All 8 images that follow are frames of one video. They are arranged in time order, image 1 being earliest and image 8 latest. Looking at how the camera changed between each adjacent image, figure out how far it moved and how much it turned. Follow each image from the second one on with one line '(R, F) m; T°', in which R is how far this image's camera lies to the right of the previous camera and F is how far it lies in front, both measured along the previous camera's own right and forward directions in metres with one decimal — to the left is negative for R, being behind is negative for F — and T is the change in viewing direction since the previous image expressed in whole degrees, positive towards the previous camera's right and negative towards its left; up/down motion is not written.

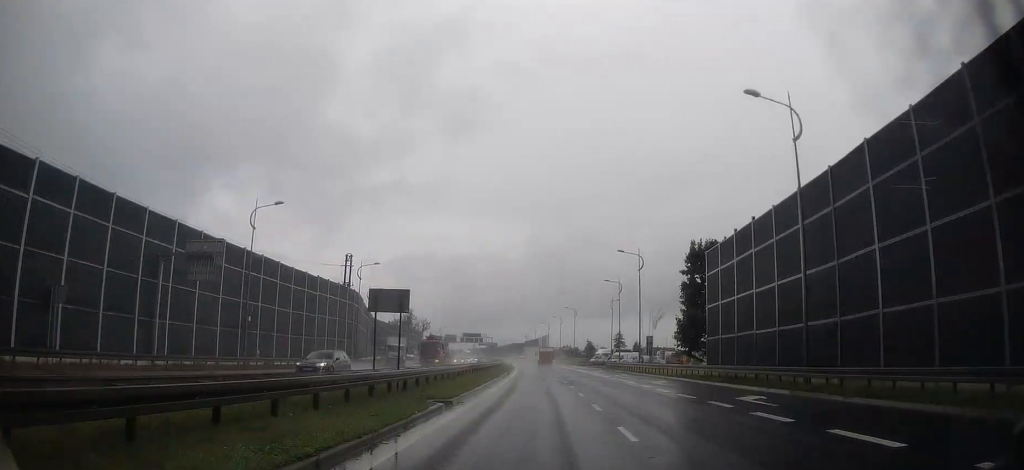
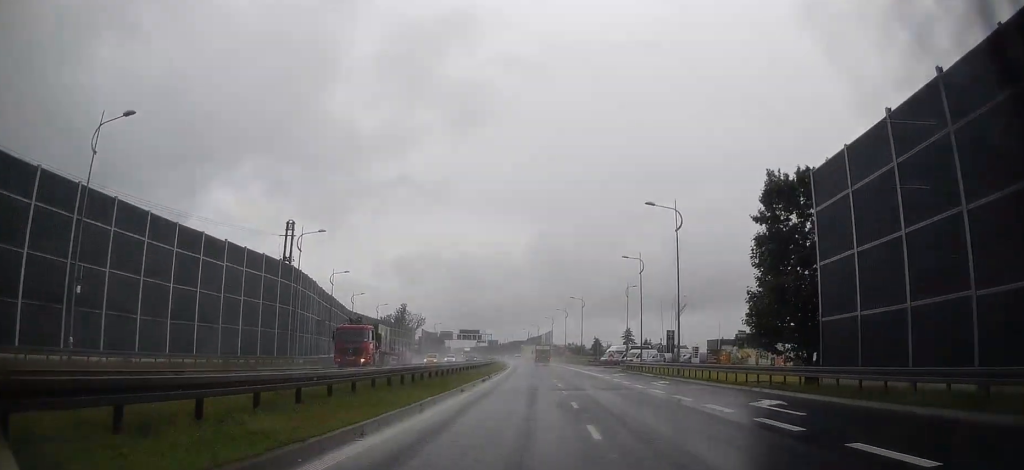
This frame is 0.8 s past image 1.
(-0.1, +17.6) m; -1°
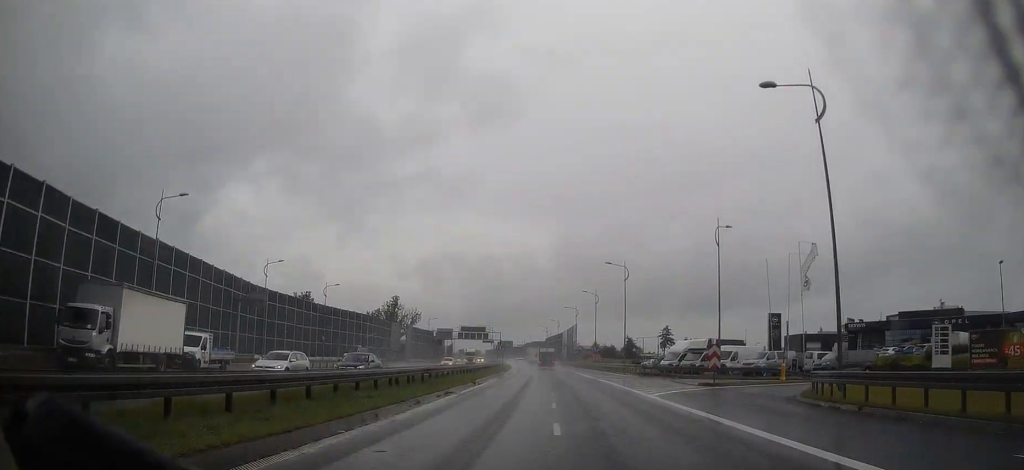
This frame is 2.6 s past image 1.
(-0.4, +40.6) m; -1°
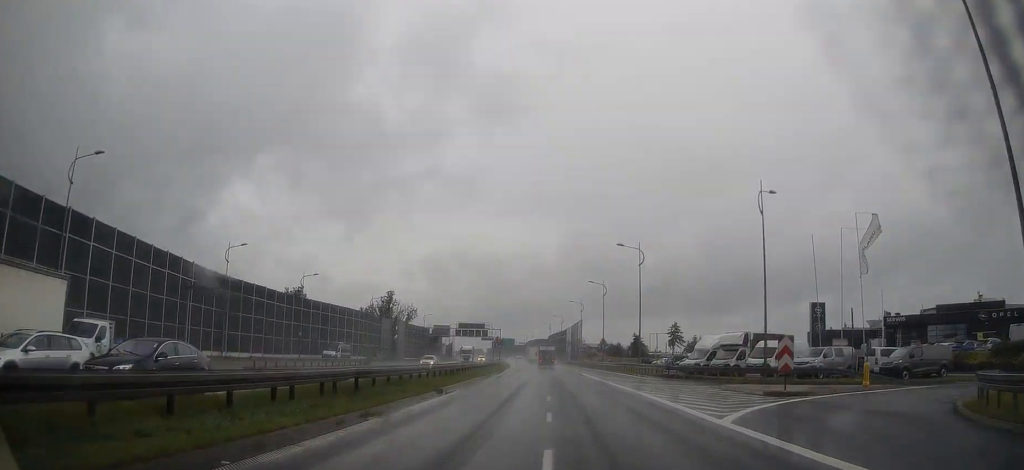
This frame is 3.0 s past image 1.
(0.0, +9.7) m; -1°
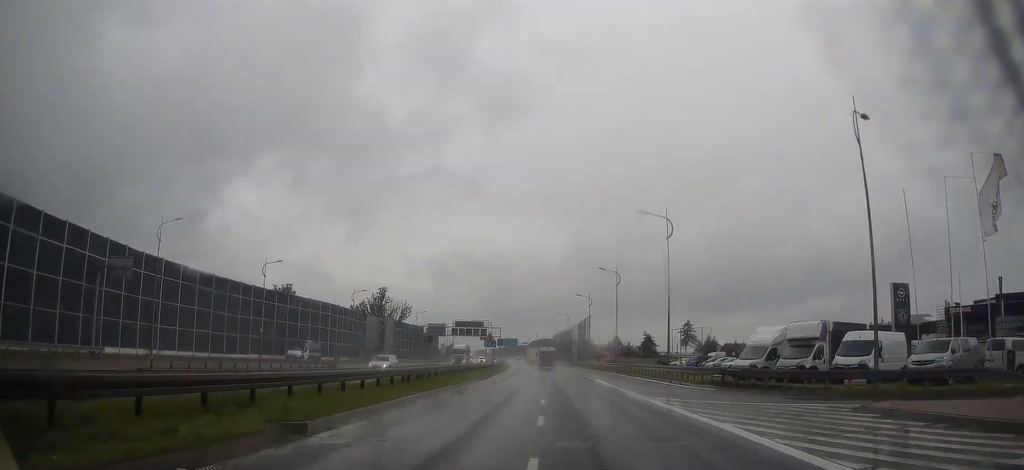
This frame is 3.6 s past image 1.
(+0.1, +12.7) m; -1°
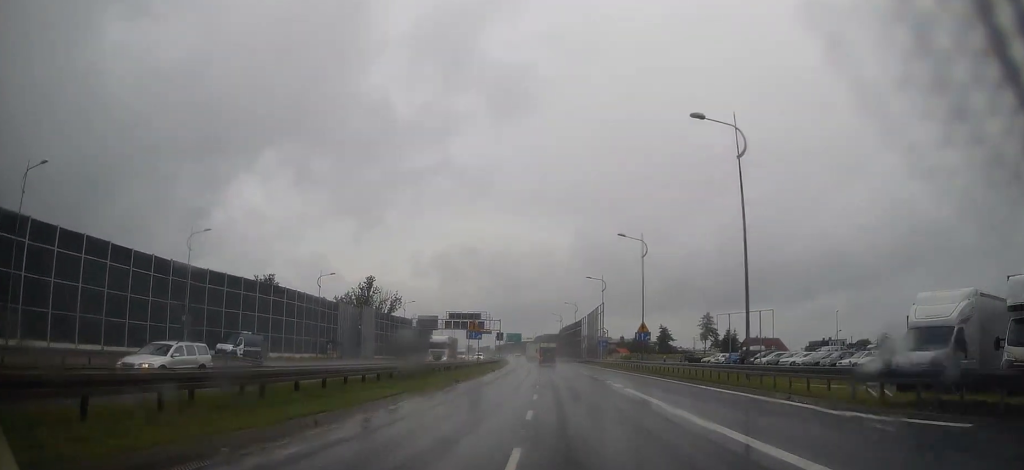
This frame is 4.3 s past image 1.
(-0.3, +17.1) m; -1°
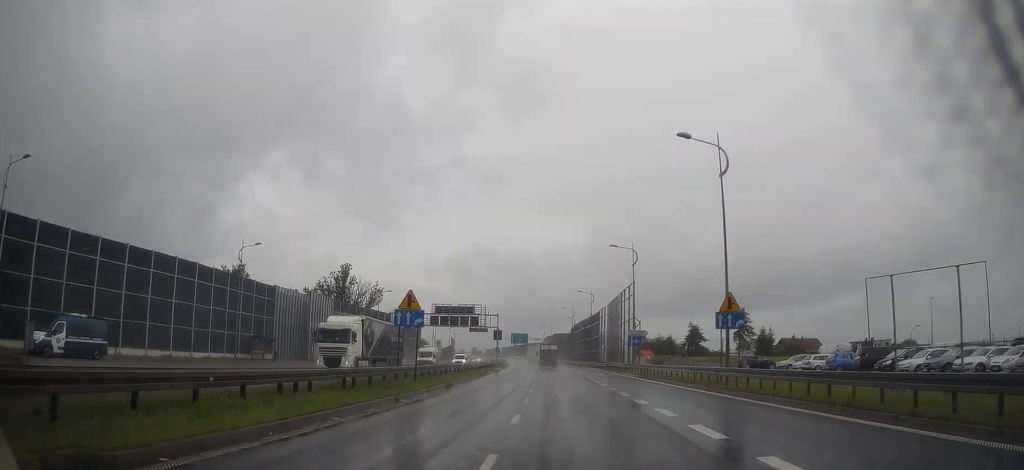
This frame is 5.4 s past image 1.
(-0.1, +24.4) m; 0°
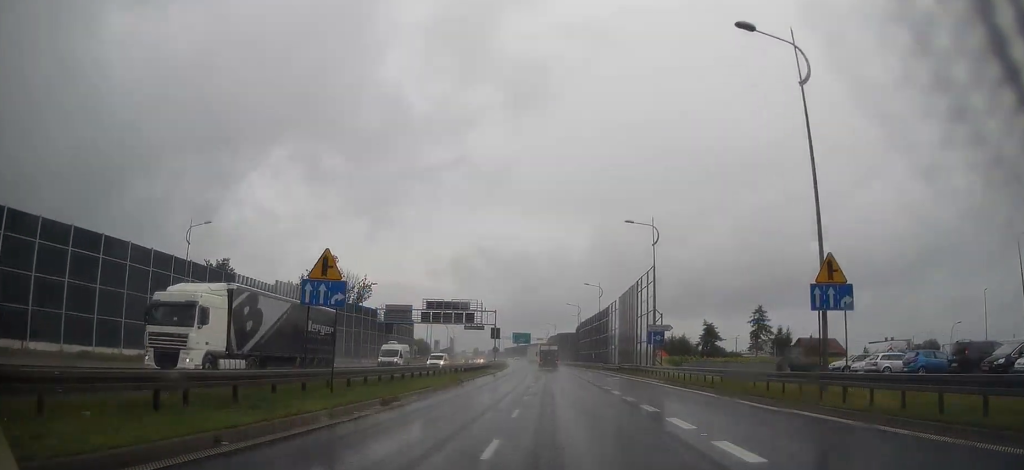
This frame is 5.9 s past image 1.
(0.0, +10.3) m; 0°
